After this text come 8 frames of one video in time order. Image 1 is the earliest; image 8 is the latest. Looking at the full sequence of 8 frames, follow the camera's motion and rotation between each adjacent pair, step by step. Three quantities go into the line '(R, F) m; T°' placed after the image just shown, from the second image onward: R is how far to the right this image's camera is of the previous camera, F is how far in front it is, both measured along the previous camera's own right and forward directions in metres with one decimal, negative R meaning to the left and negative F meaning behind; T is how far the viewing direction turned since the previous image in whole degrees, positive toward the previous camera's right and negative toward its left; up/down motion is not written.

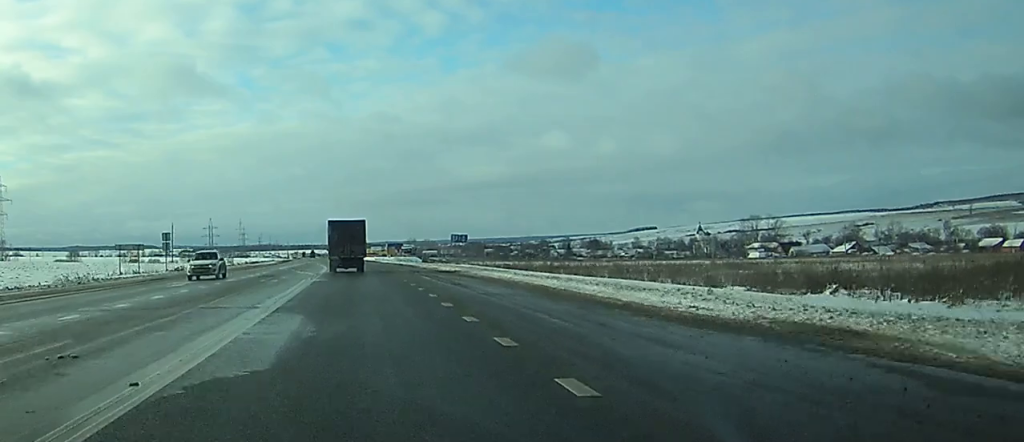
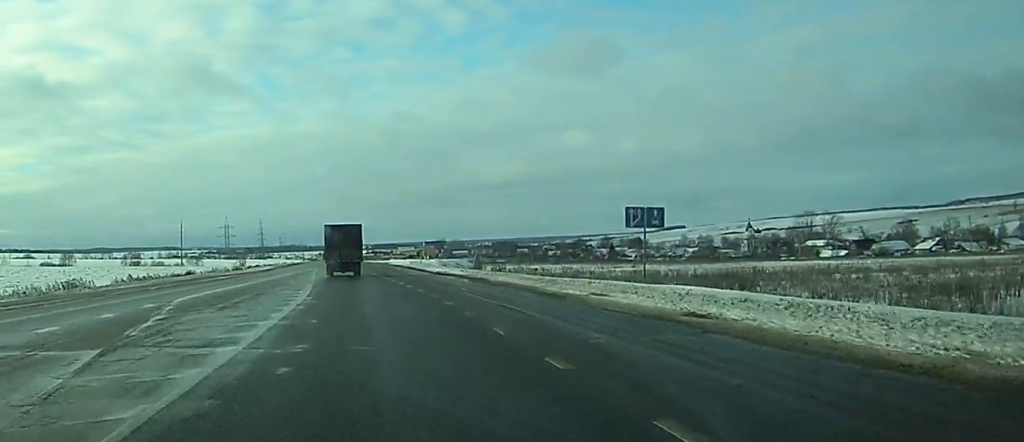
(-0.2, +44.7) m; -1°
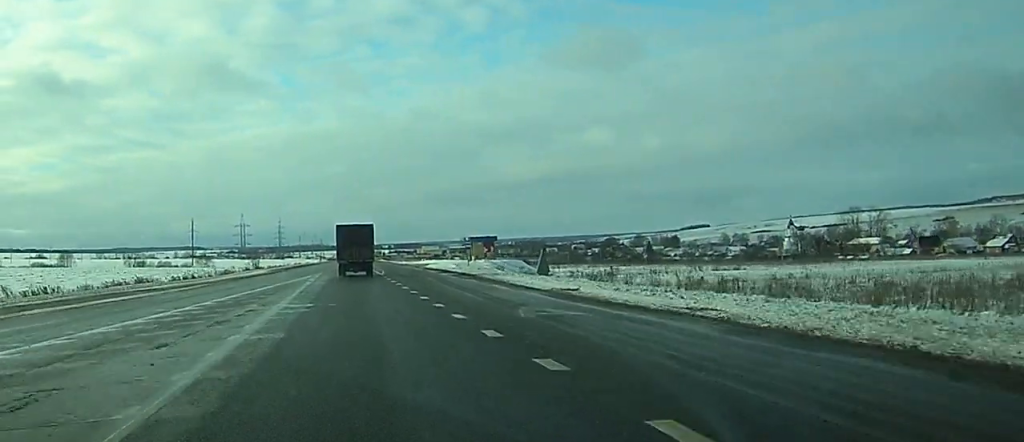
(-0.3, +31.1) m; -1°
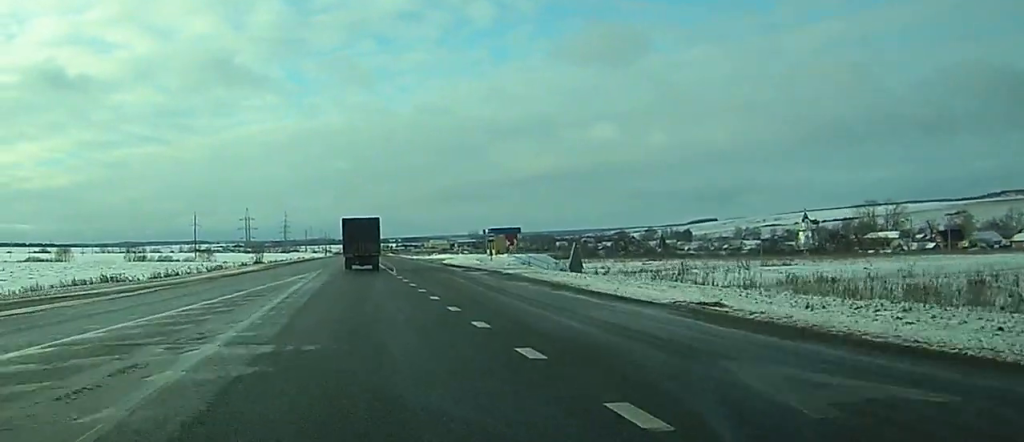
(0.0, +11.1) m; 0°
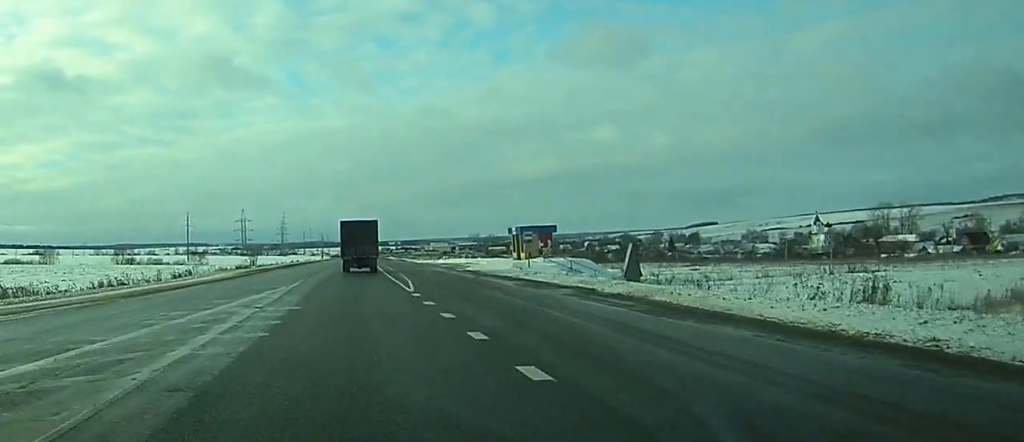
(0.0, +17.0) m; -1°
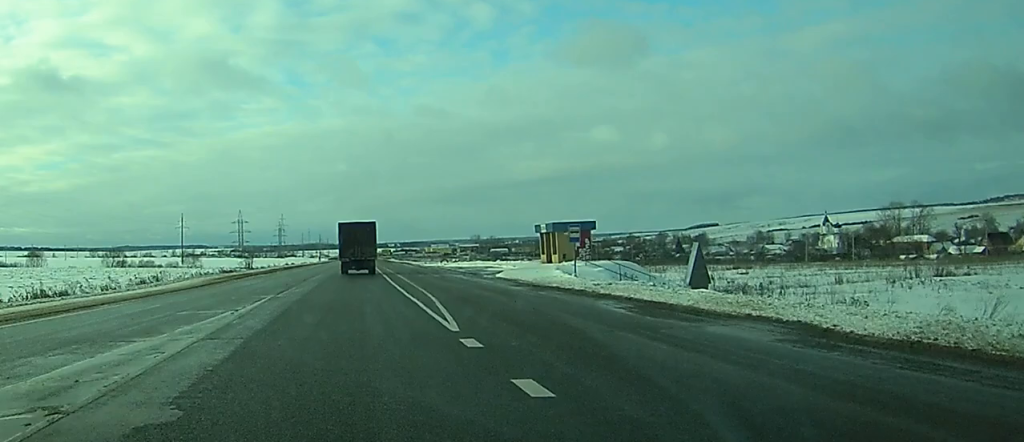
(-0.1, +12.6) m; 0°
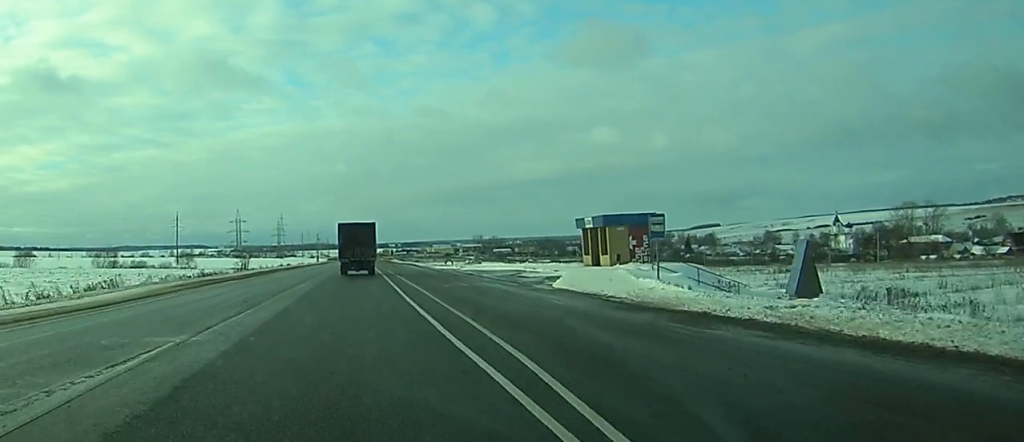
(0.0, +12.6) m; 0°
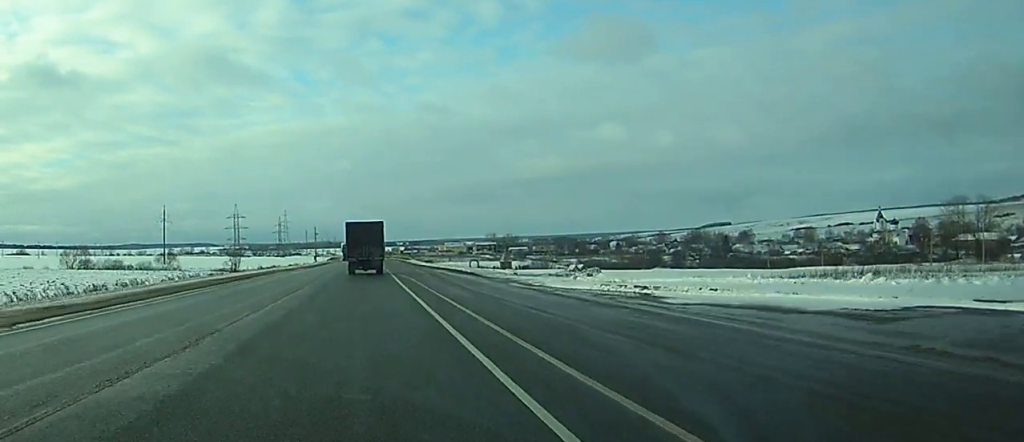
(+0.2, +41.6) m; 0°
